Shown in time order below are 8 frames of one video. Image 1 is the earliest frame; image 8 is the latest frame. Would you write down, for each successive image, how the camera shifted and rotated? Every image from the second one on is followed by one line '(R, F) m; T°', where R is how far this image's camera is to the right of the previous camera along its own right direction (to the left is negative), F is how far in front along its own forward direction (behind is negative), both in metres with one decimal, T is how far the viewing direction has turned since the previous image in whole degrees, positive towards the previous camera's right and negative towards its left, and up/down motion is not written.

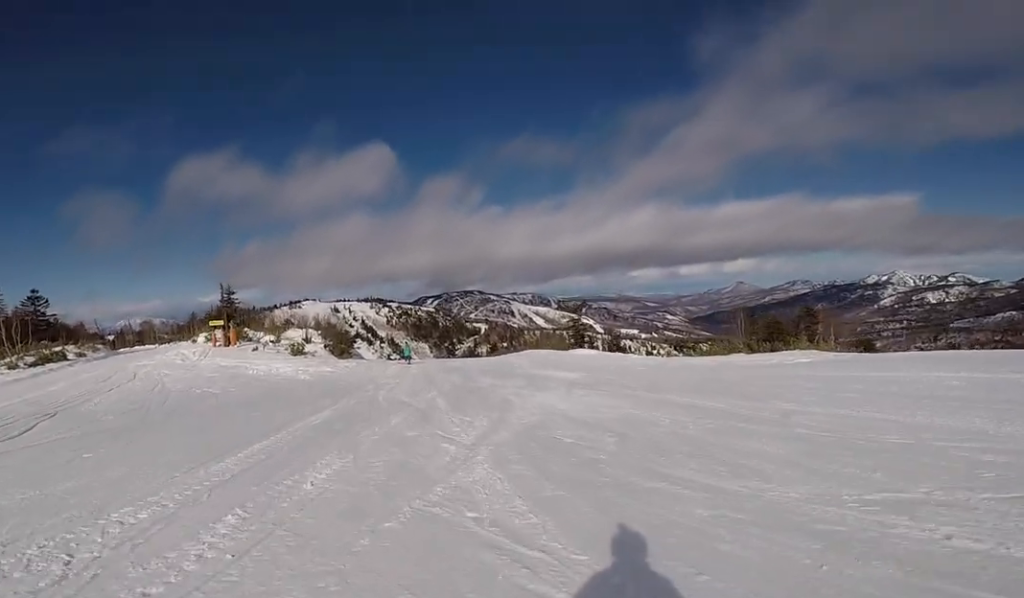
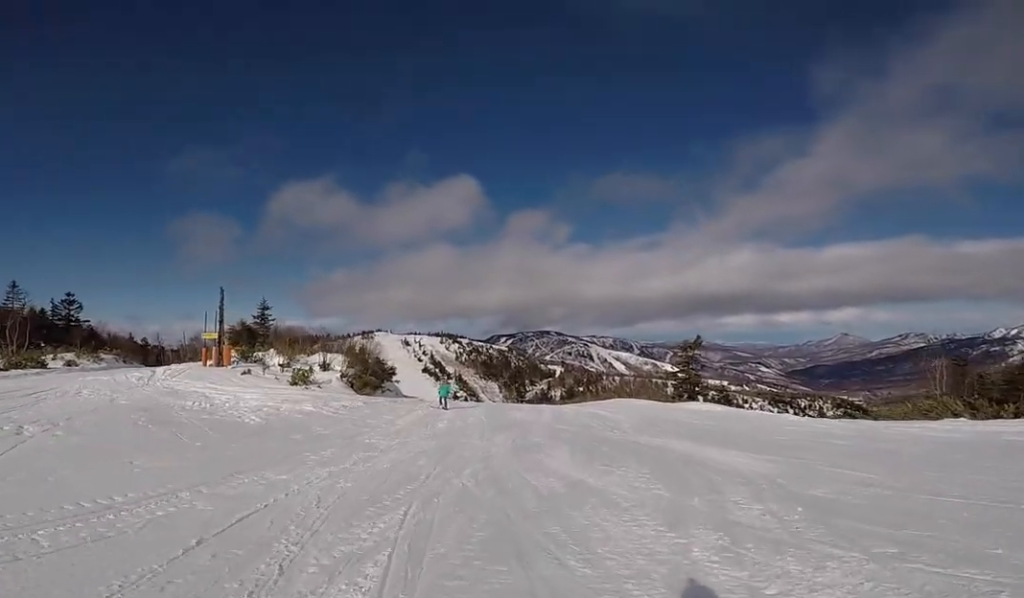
(+1.0, +10.4) m; -11°
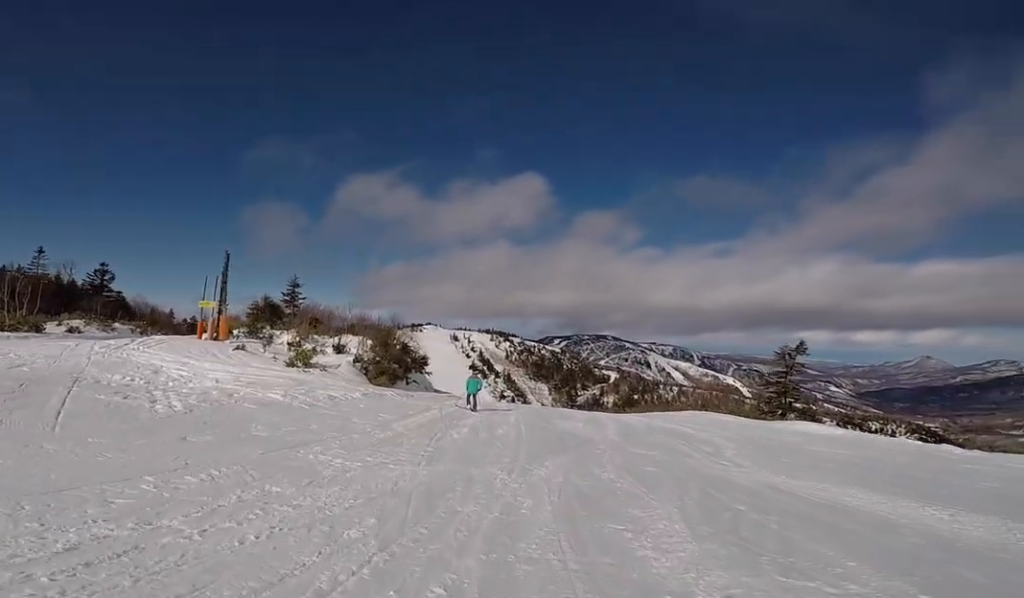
(-1.5, +4.8) m; -12°
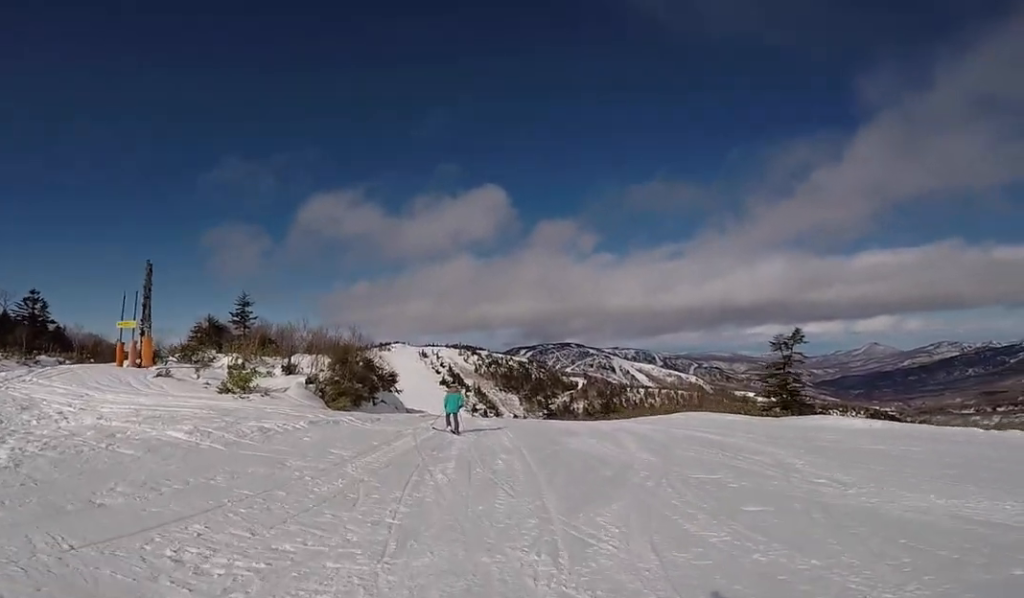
(-0.1, +3.4) m; -3°
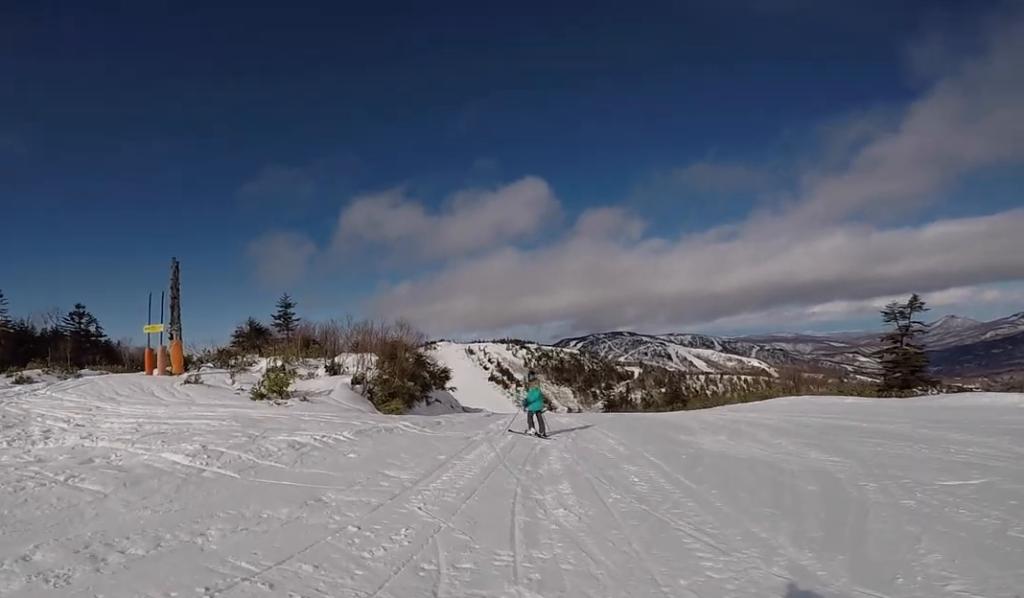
(+0.3, +2.7) m; 0°
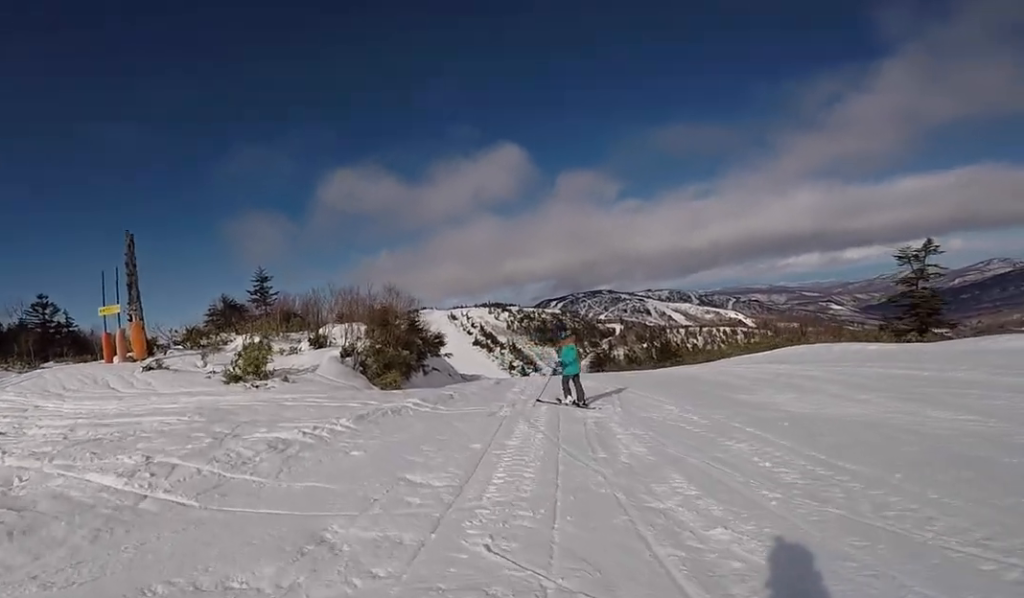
(-0.2, +2.1) m; +5°
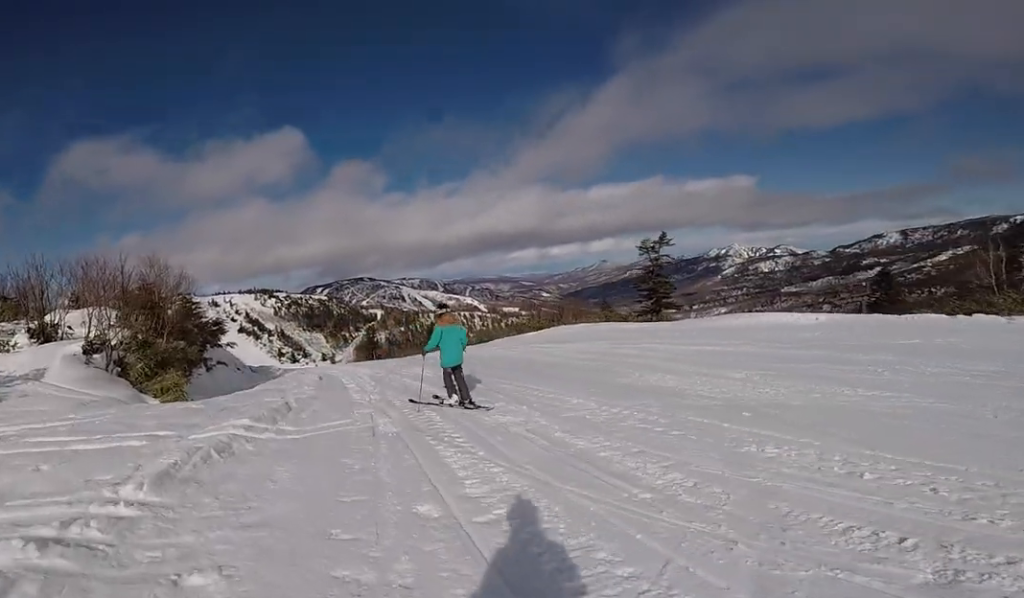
(-0.1, +3.2) m; +17°
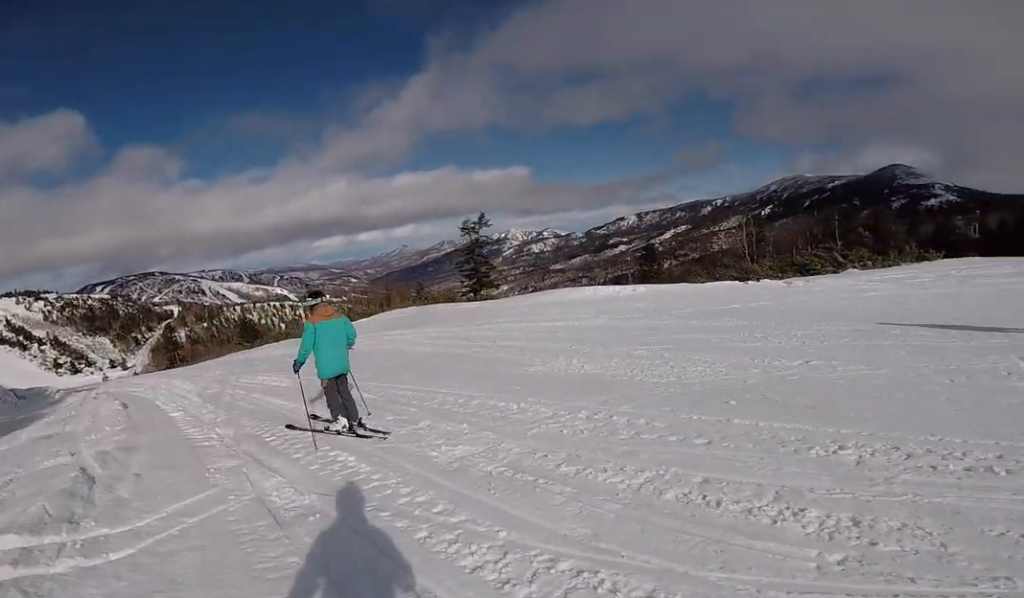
(+1.0, +2.6) m; +24°
